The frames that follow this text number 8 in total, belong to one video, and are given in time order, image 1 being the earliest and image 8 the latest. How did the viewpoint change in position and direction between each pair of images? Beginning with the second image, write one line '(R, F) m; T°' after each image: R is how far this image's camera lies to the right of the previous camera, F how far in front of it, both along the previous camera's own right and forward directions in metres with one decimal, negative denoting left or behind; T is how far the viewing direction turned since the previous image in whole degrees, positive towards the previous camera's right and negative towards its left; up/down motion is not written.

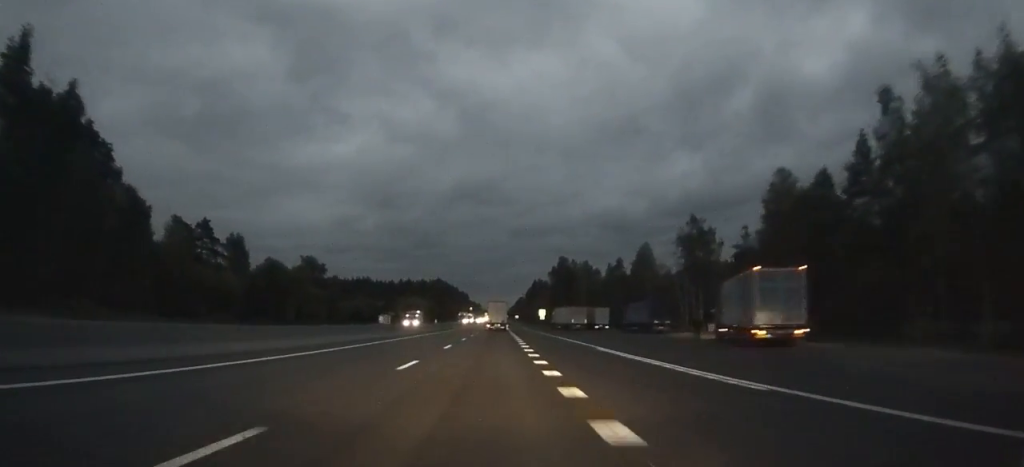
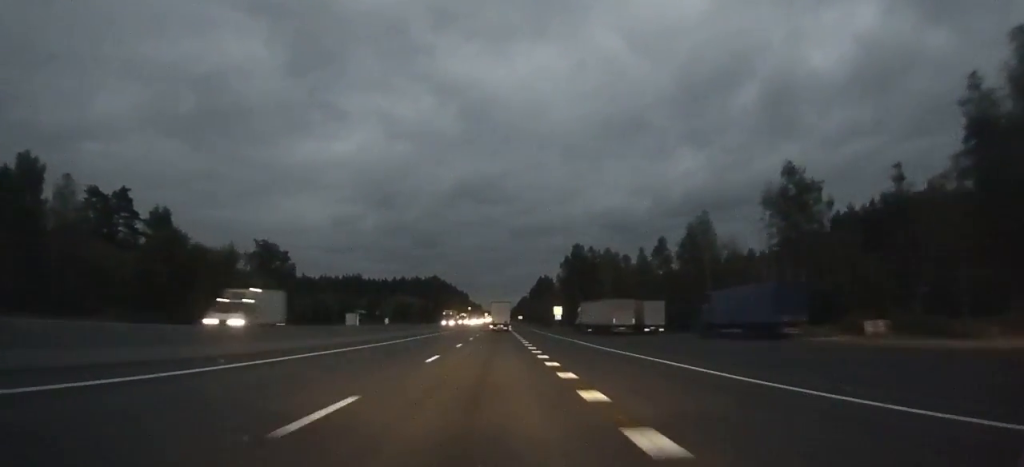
(-0.1, +32.3) m; 0°
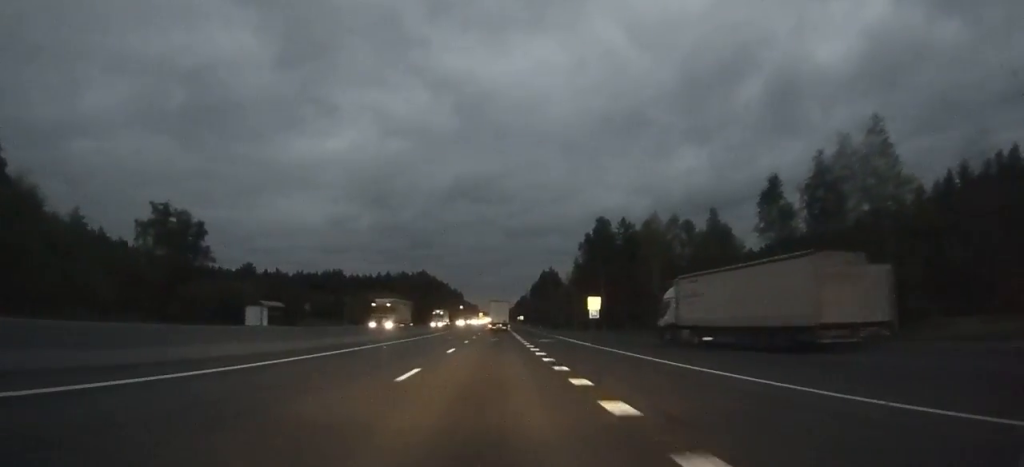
(-0.1, +41.4) m; 0°
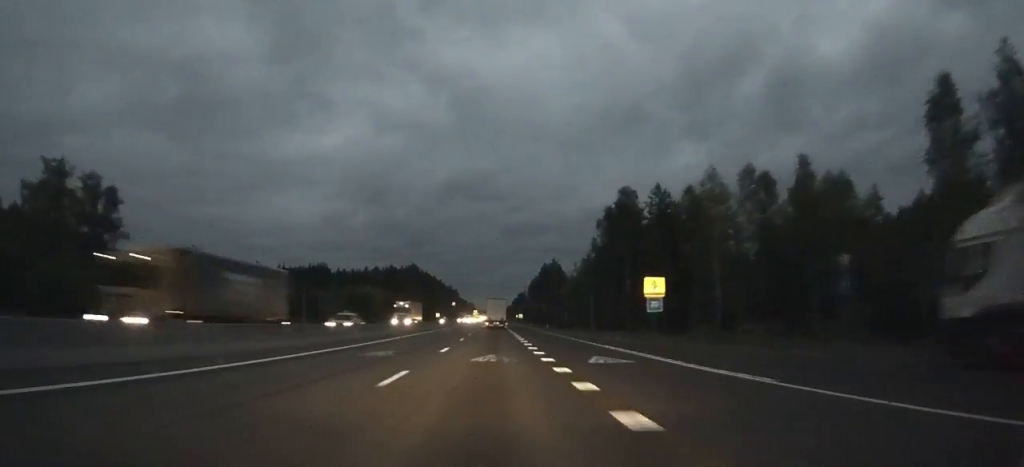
(+0.1, +25.3) m; 0°
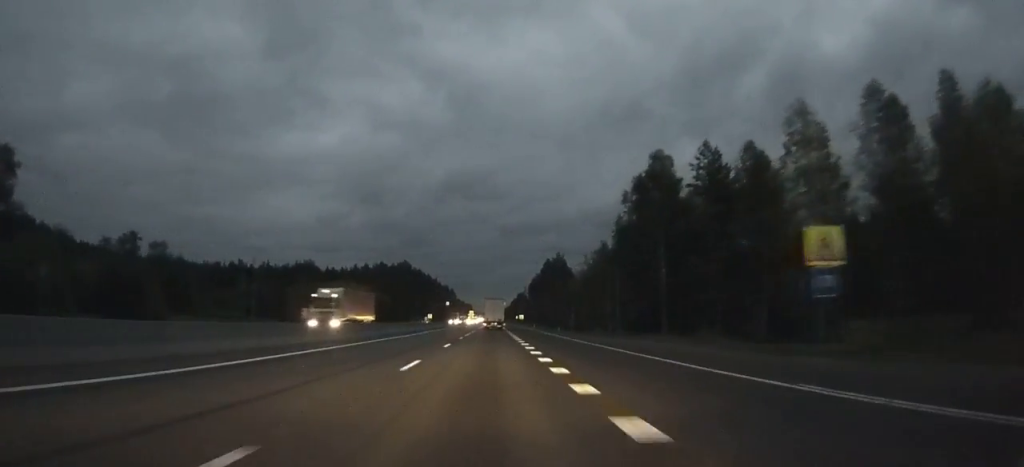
(0.0, +20.8) m; 0°
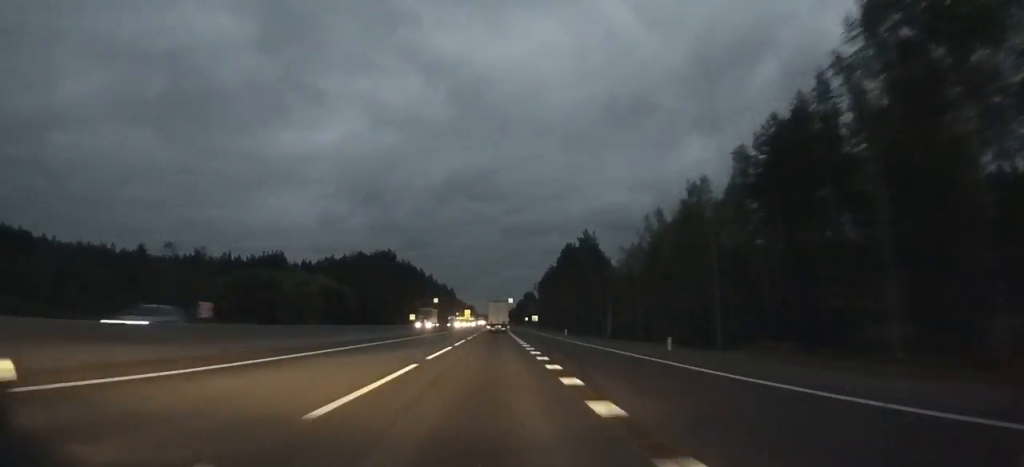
(+0.3, +50.7) m; 0°
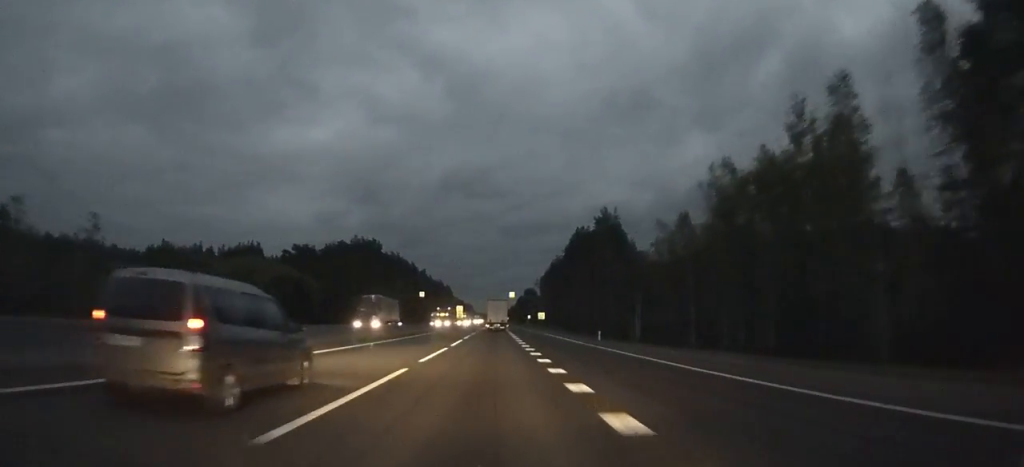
(0.0, +25.4) m; 0°
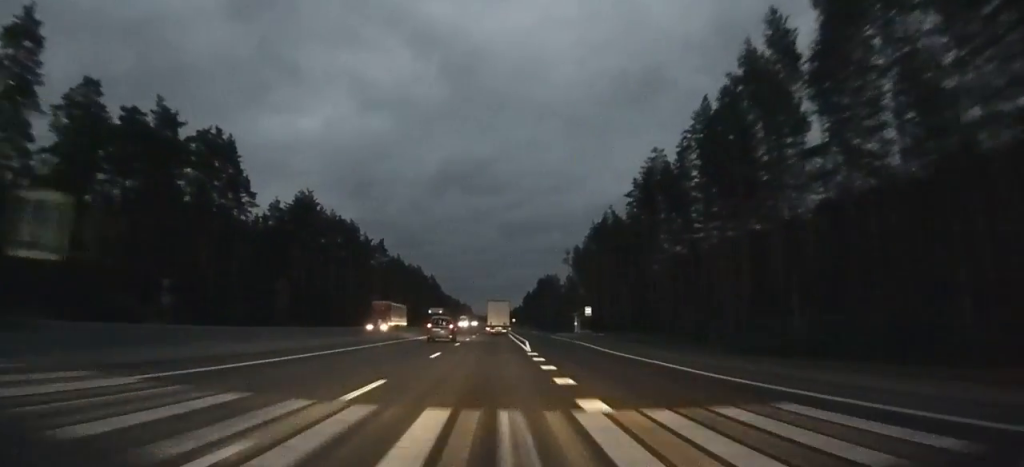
(-1.1, +114.7) m; -1°
